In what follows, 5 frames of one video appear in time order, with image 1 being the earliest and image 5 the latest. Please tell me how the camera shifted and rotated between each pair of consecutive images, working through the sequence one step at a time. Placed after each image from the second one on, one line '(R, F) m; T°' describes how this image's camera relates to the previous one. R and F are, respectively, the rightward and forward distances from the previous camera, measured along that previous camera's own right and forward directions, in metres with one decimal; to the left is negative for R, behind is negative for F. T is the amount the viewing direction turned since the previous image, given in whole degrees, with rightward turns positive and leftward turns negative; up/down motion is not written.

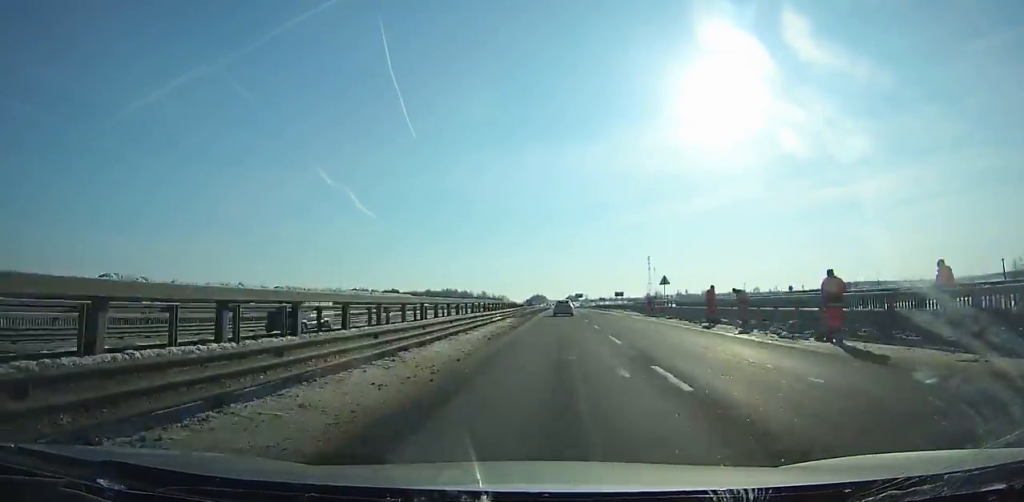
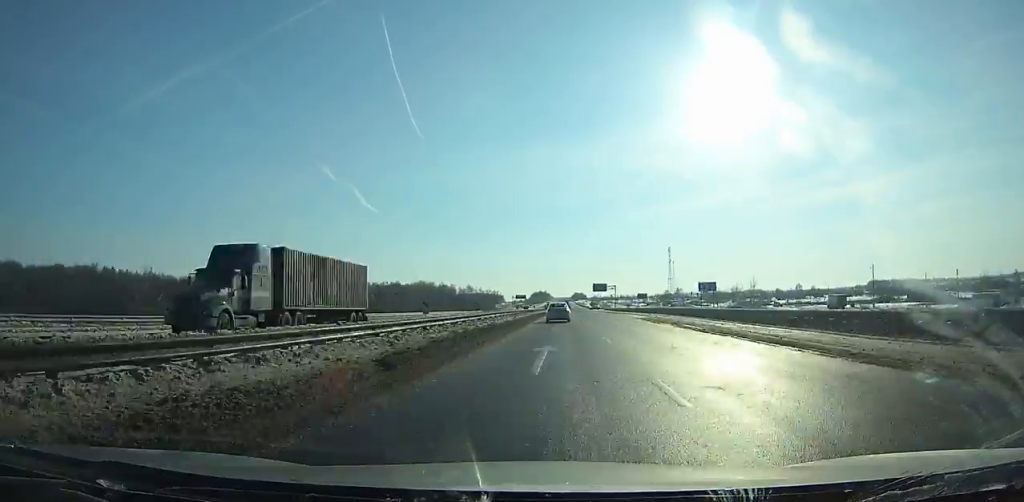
(-0.4, +133.1) m; 0°
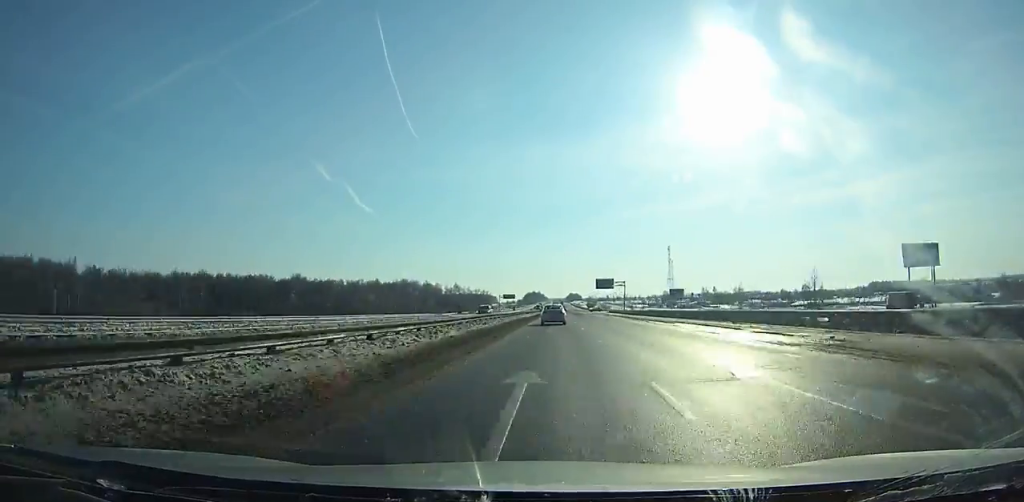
(-0.1, +37.4) m; 0°
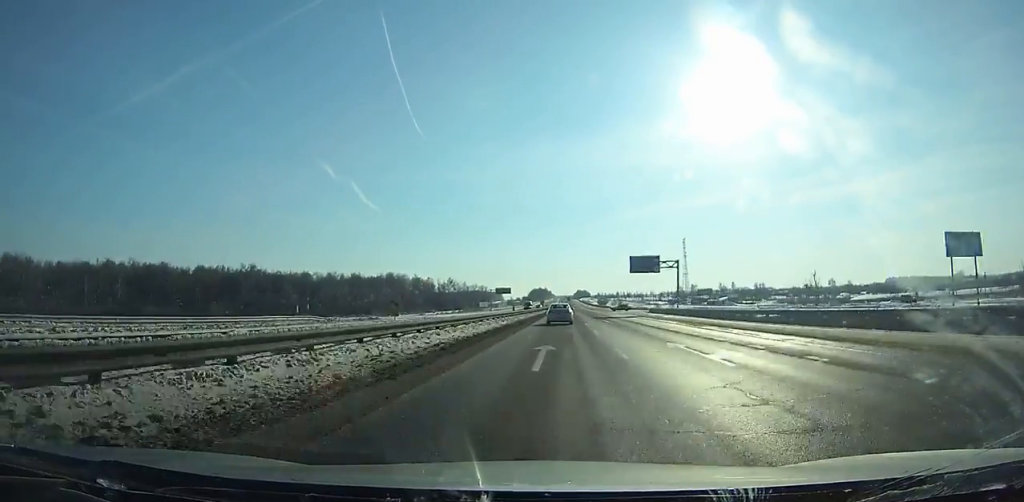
(0.0, +53.2) m; 0°
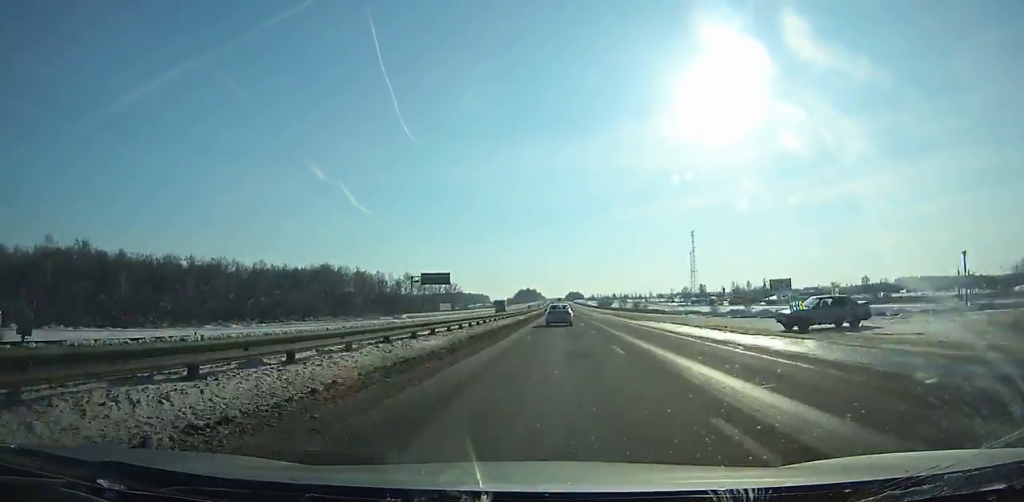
(+0.3, +95.3) m; 0°
